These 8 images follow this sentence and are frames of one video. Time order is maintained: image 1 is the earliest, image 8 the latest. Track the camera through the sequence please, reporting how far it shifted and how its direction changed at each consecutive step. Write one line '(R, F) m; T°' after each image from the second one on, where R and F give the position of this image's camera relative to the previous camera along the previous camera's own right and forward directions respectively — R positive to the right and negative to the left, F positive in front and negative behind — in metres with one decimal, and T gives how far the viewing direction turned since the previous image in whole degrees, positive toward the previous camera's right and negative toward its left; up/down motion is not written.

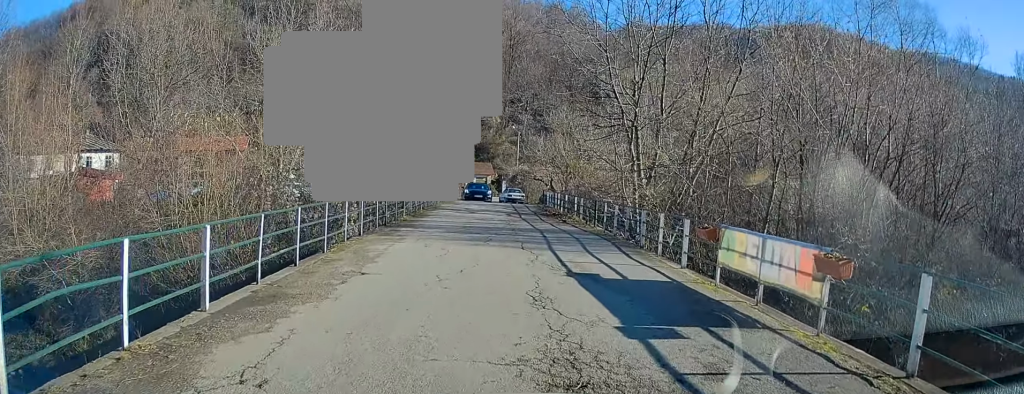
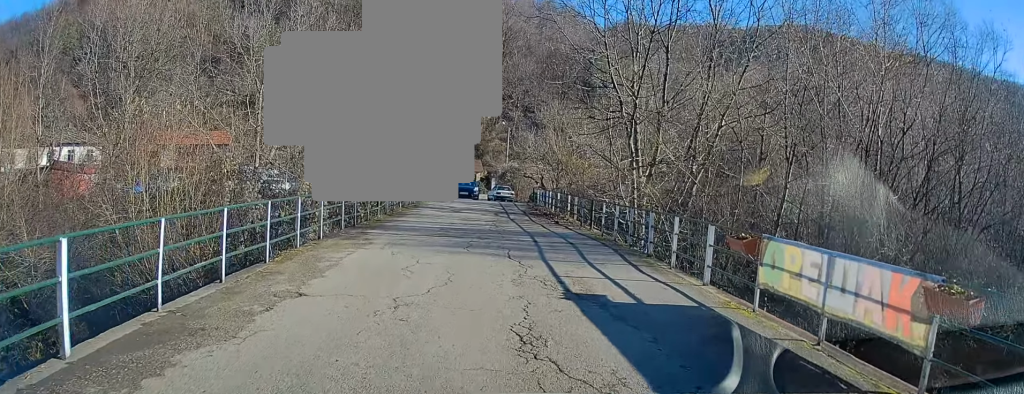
(+0.2, +2.1) m; 0°
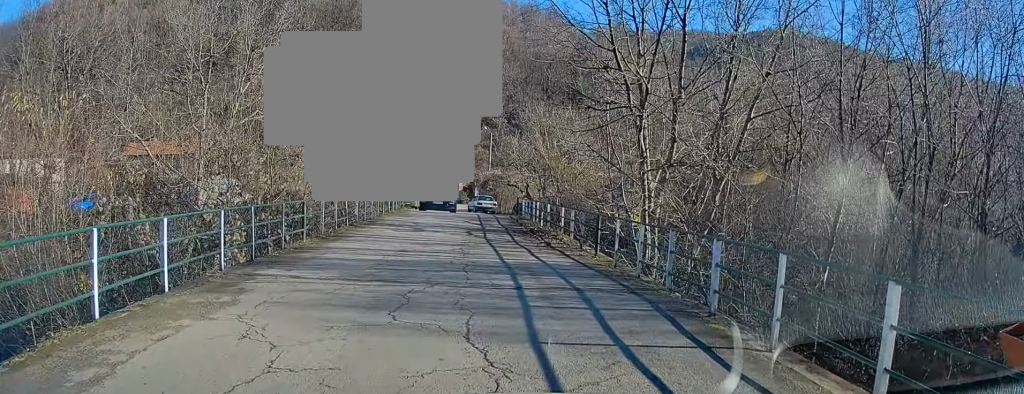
(-0.4, +4.6) m; 0°
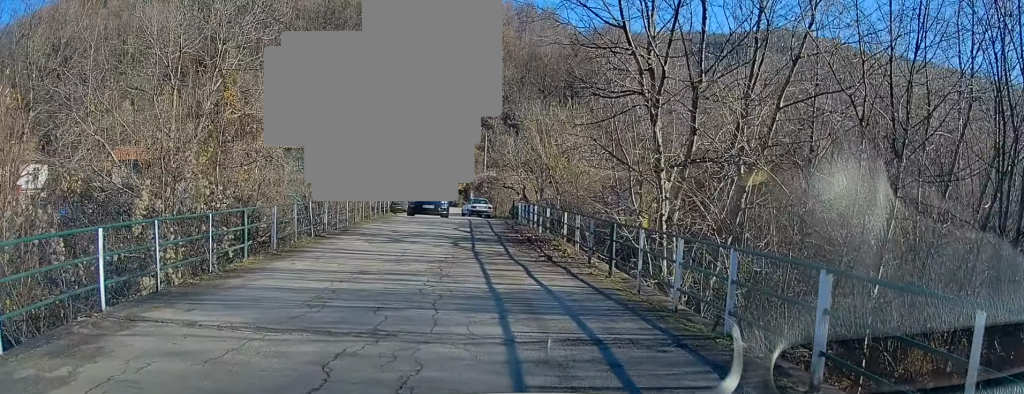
(+0.2, +2.5) m; 0°
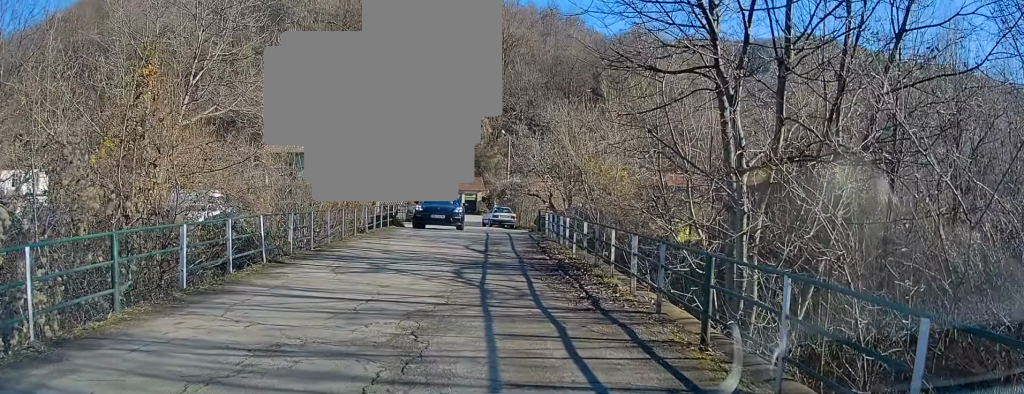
(+0.1, +4.0) m; -1°
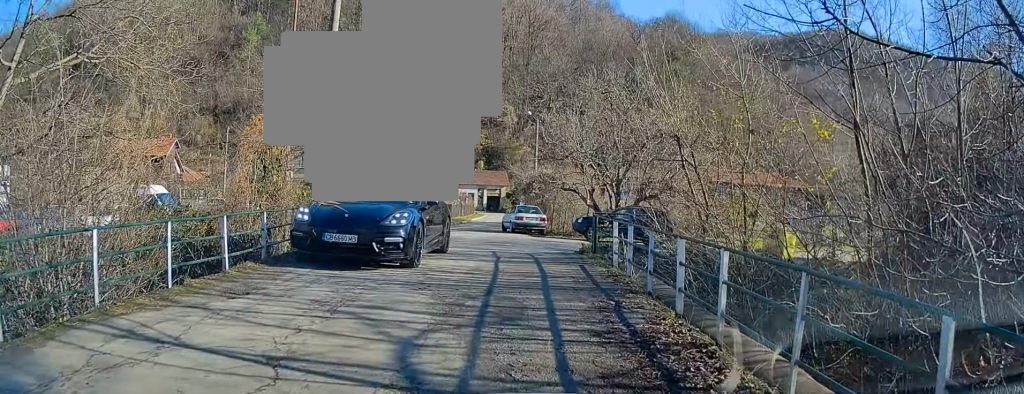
(-0.3, +10.8) m; -4°
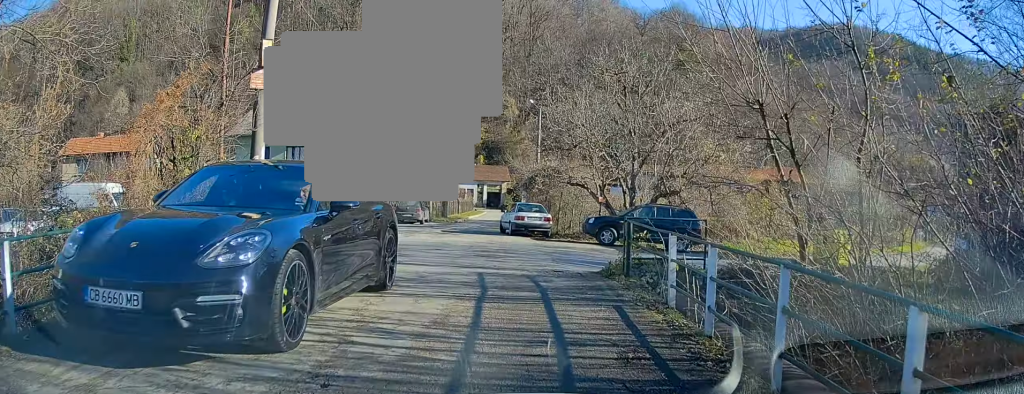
(-0.2, +4.4) m; -2°
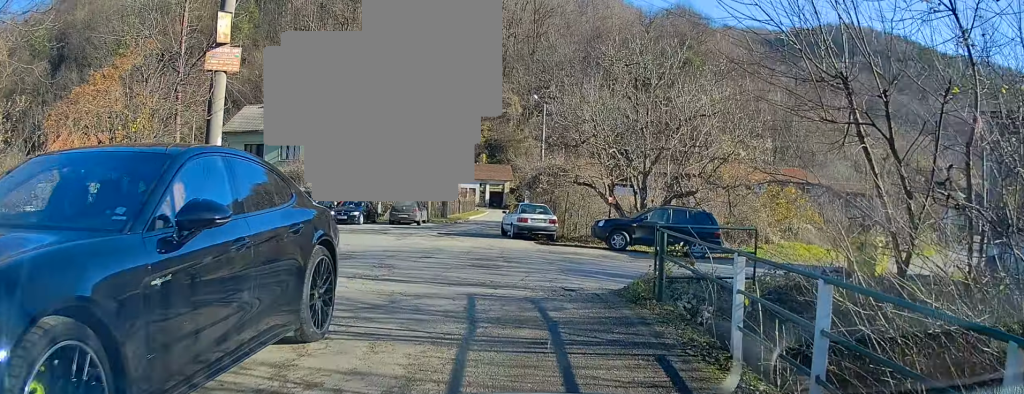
(0.0, +2.2) m; 0°
